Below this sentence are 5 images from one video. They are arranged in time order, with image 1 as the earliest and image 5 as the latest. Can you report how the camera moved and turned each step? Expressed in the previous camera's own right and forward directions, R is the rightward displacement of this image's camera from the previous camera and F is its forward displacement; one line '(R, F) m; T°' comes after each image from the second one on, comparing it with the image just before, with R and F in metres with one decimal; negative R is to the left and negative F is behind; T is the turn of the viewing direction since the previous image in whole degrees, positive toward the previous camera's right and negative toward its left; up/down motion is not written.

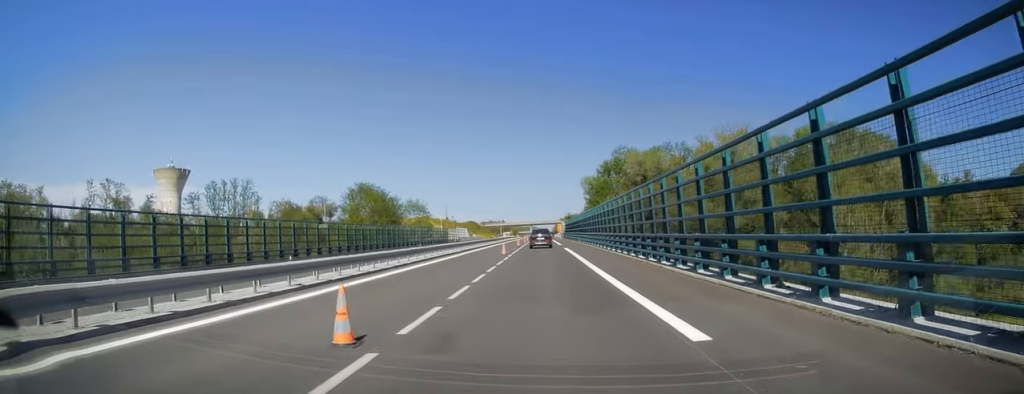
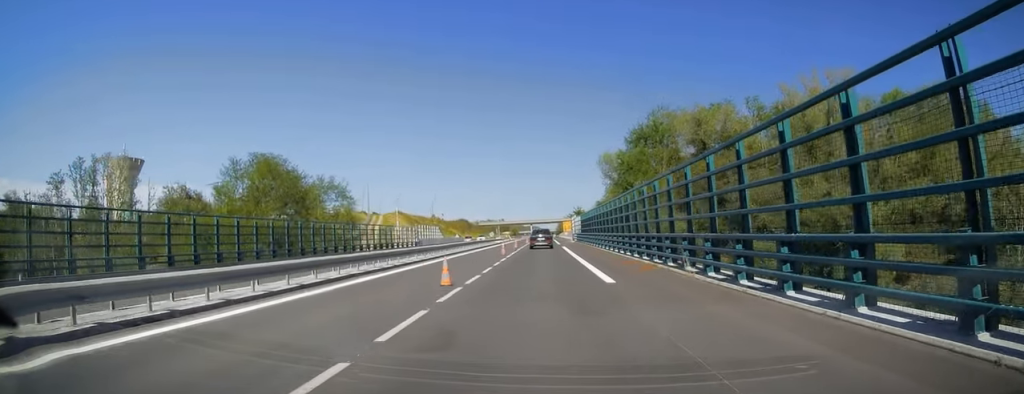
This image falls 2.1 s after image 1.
(0.0, +43.9) m; 0°
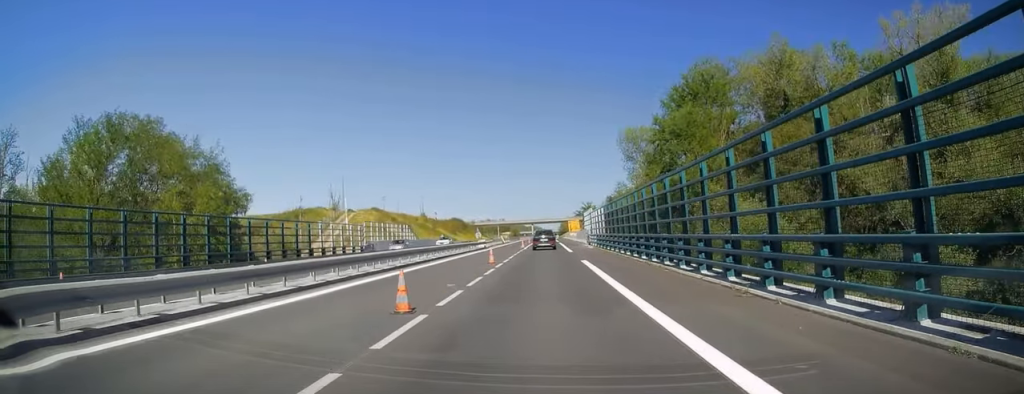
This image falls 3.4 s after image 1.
(+0.3, +26.4) m; 0°
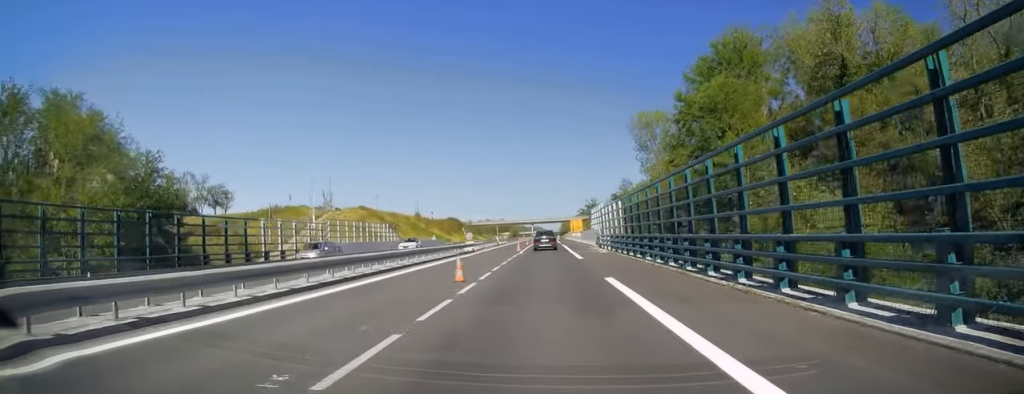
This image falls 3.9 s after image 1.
(-0.2, +10.6) m; 0°
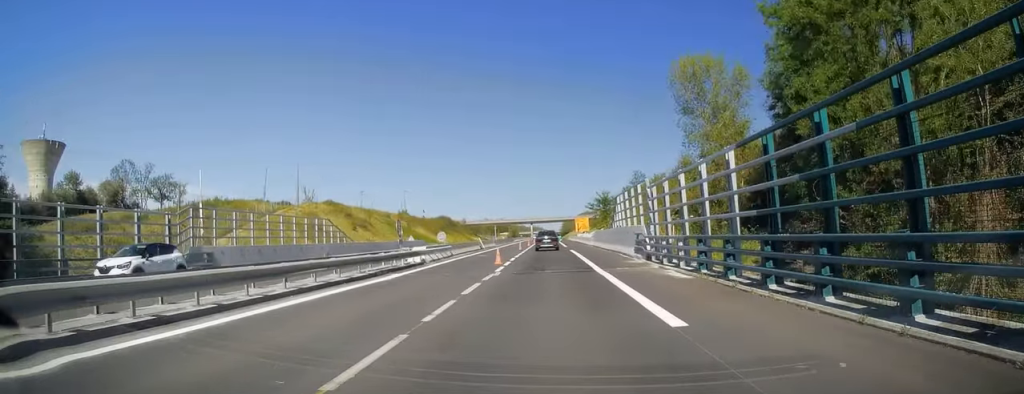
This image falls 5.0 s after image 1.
(+0.1, +21.6) m; 0°
